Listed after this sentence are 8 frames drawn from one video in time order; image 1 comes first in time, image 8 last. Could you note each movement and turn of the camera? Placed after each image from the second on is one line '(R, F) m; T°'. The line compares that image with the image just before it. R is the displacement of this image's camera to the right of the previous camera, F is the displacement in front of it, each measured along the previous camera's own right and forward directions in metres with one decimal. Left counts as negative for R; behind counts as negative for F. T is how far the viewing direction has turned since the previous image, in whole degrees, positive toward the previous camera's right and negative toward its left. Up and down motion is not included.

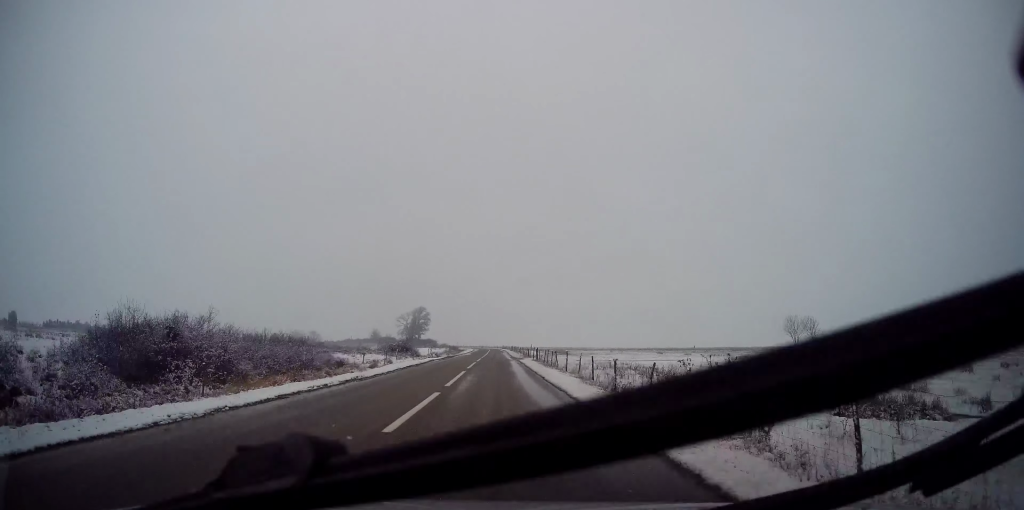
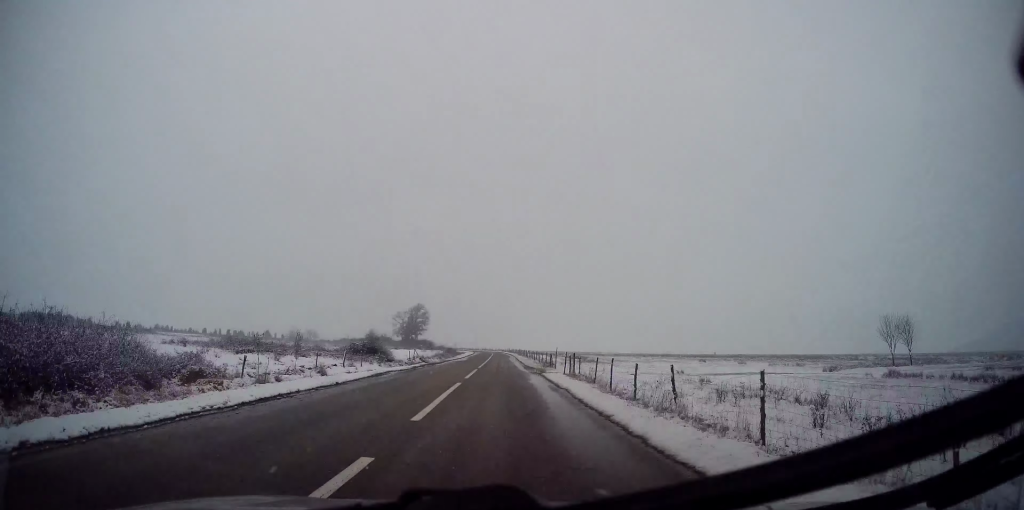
(0.0, +19.1) m; 0°
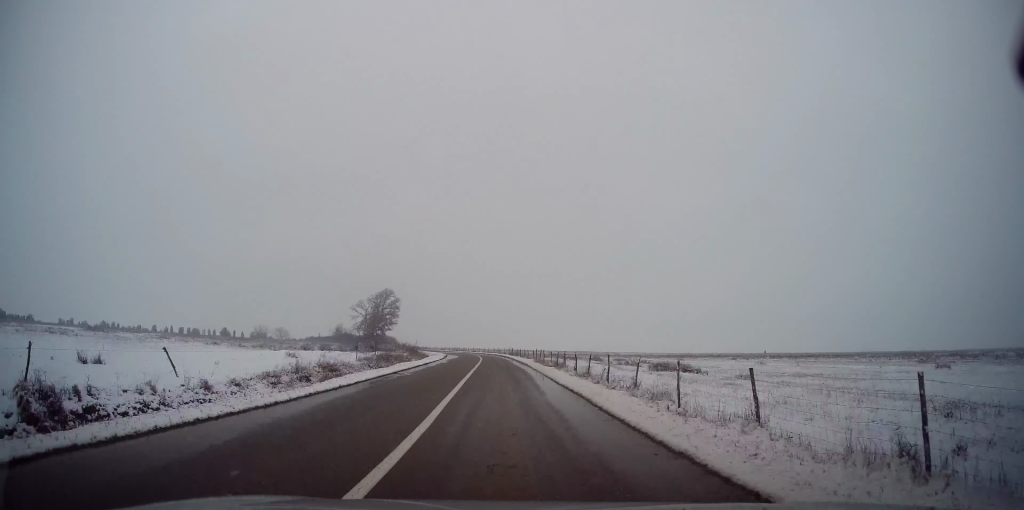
(-0.4, +49.4) m; -1°
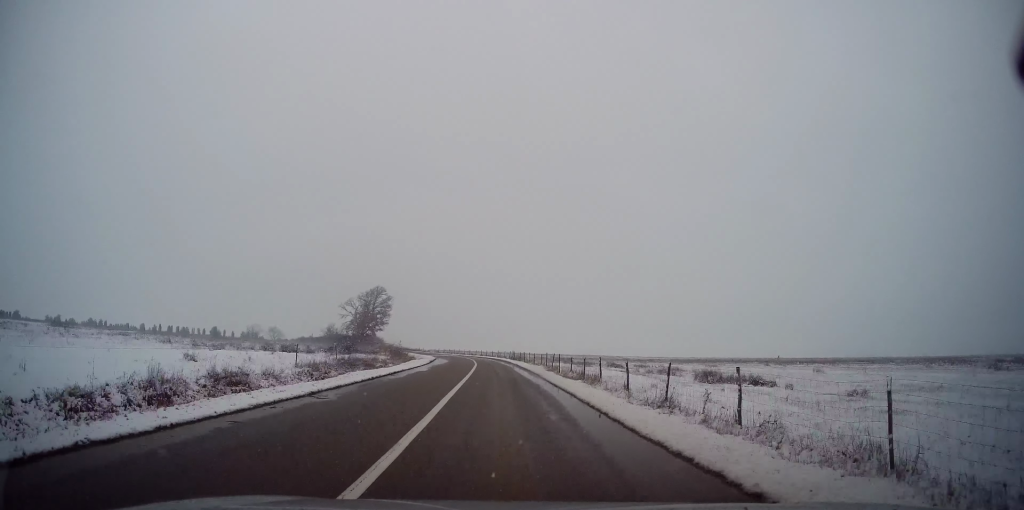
(0.0, +10.2) m; 0°
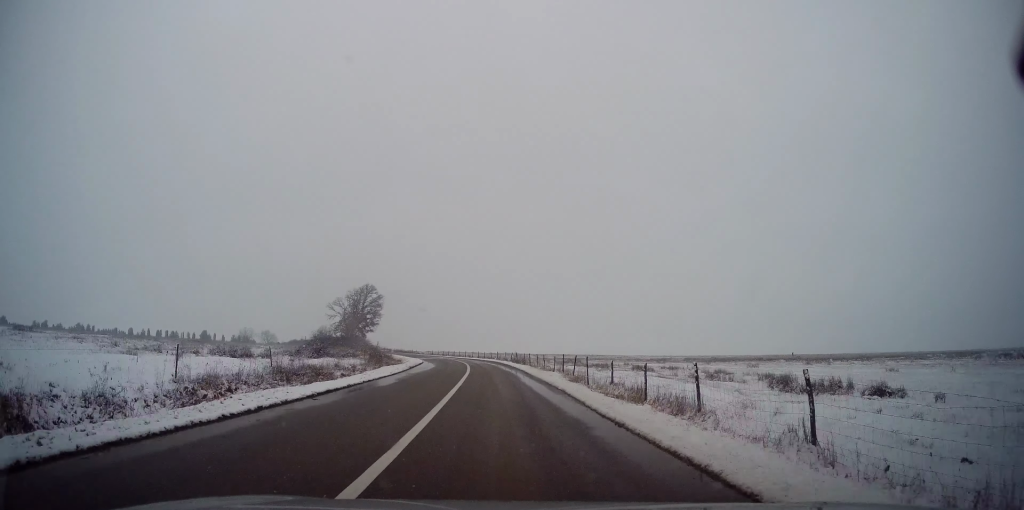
(+0.2, +10.2) m; 0°
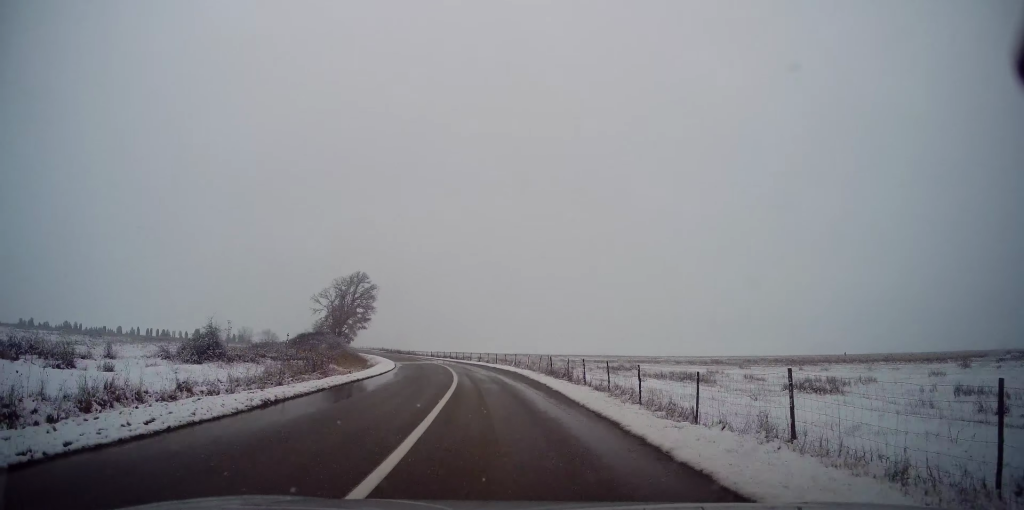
(-0.1, +20.9) m; -2°
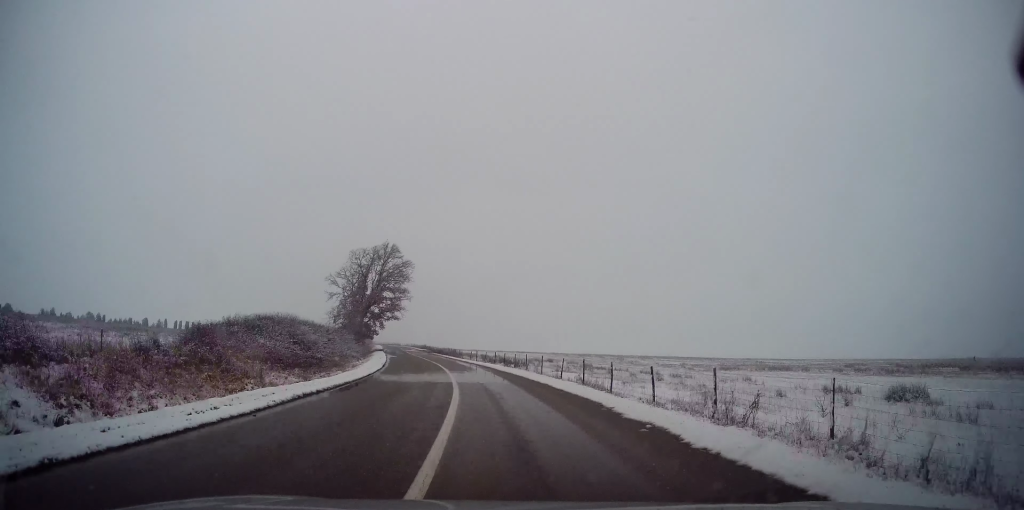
(-1.0, +28.0) m; -6°
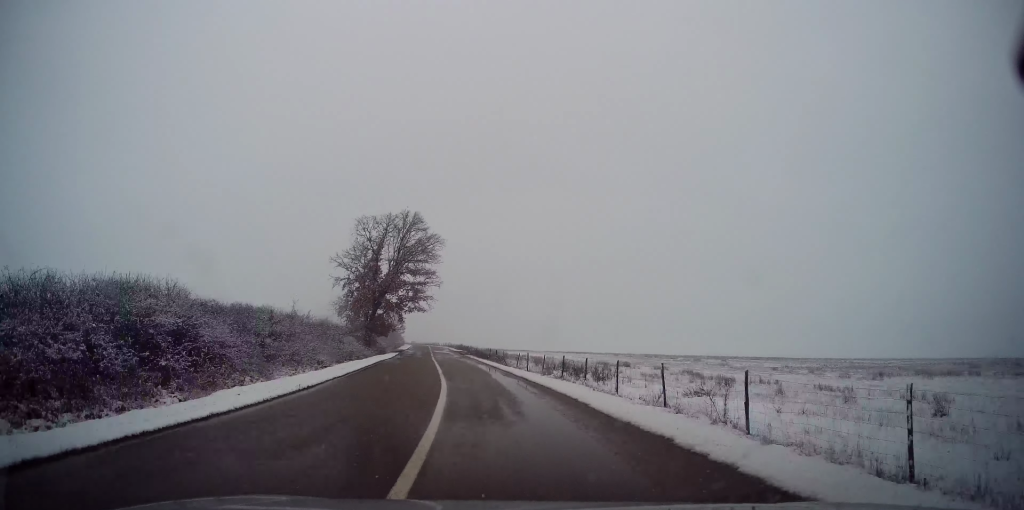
(-1.0, +19.4) m; -5°
